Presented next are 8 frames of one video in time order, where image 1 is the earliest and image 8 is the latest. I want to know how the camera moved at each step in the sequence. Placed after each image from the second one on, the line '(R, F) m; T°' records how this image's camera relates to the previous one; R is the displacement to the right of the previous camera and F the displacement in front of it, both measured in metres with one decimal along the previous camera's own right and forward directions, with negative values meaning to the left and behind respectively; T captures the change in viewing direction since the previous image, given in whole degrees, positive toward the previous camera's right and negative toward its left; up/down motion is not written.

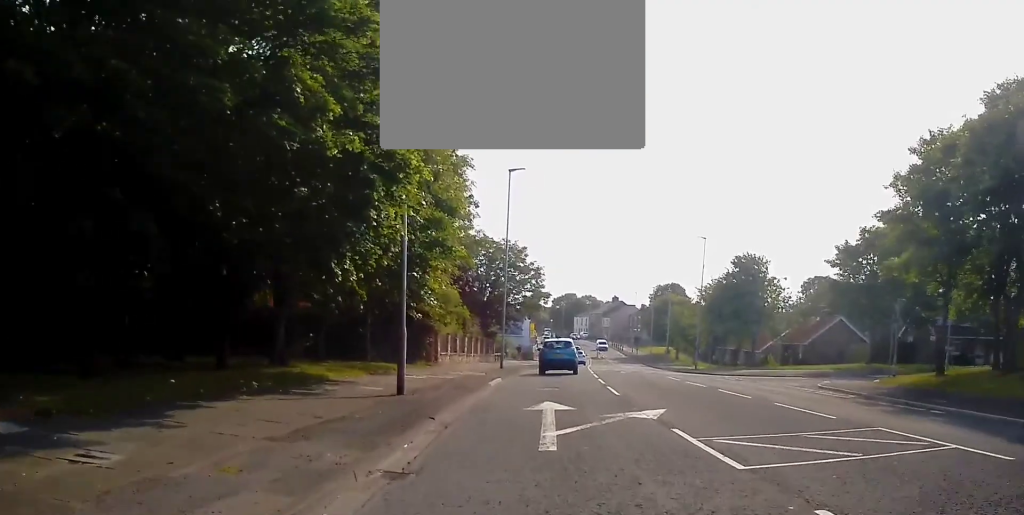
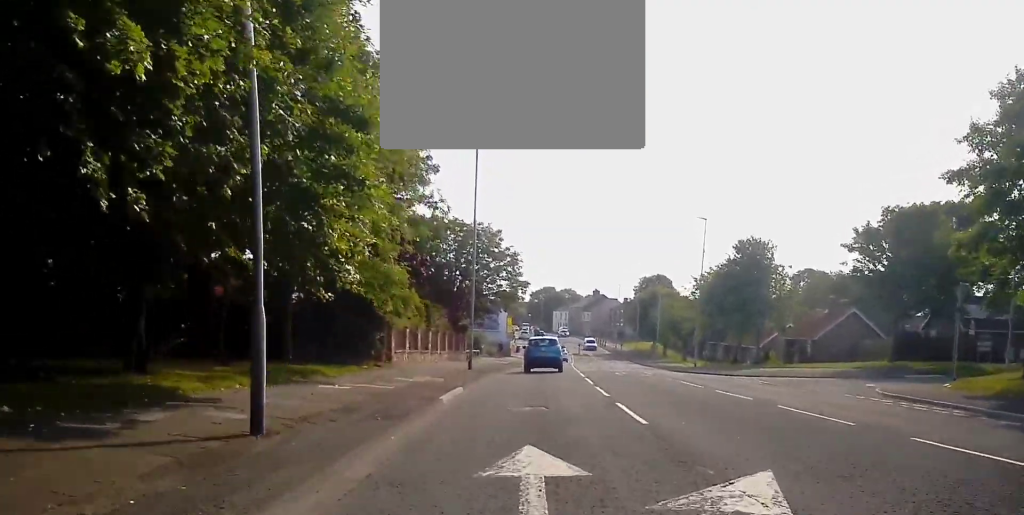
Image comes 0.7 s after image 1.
(0.0, +7.7) m; 0°
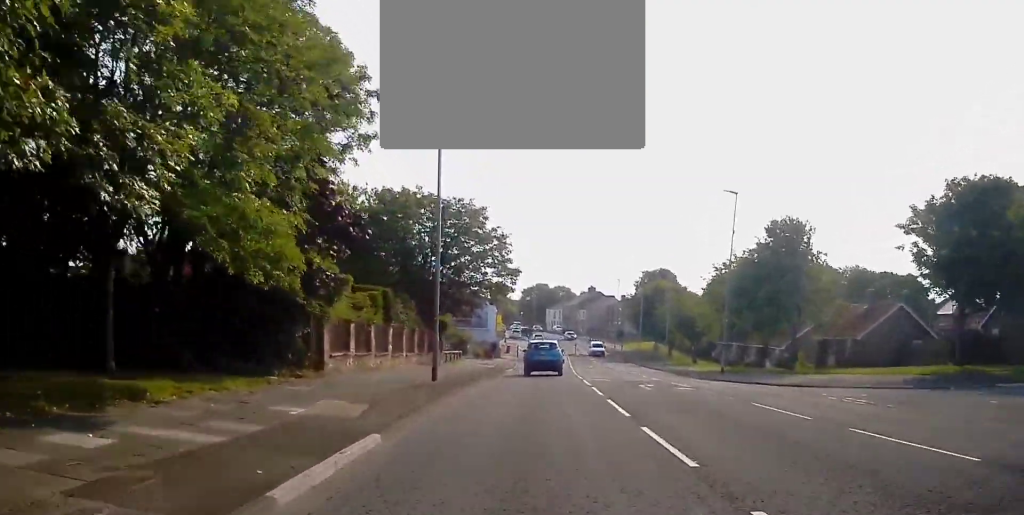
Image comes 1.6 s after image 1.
(0.0, +10.0) m; +1°
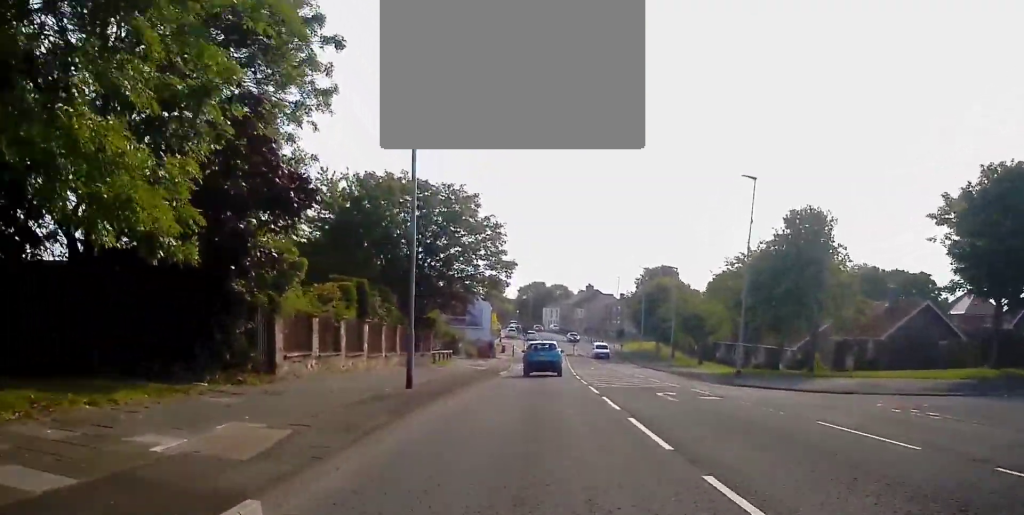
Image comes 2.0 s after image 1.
(0.0, +4.4) m; +1°
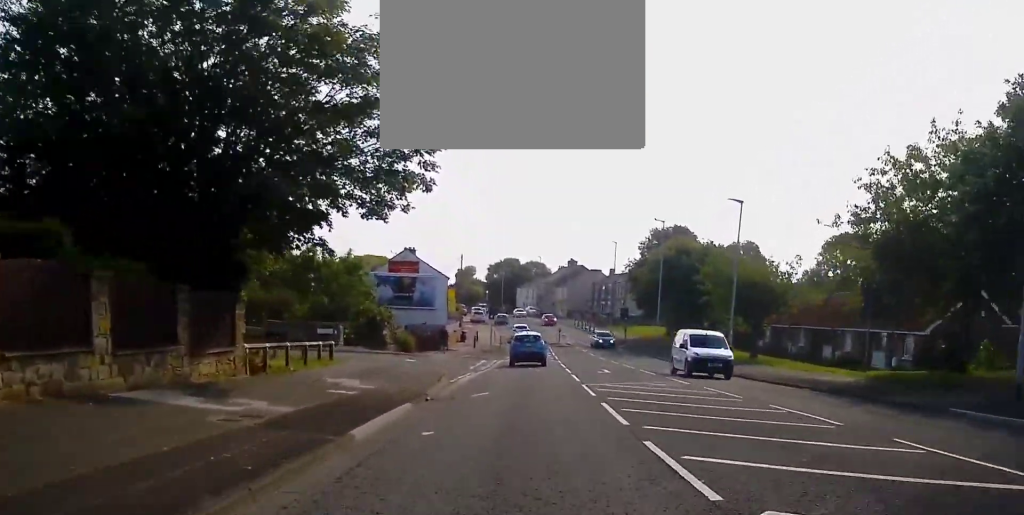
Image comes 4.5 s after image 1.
(+0.4, +27.0) m; +1°
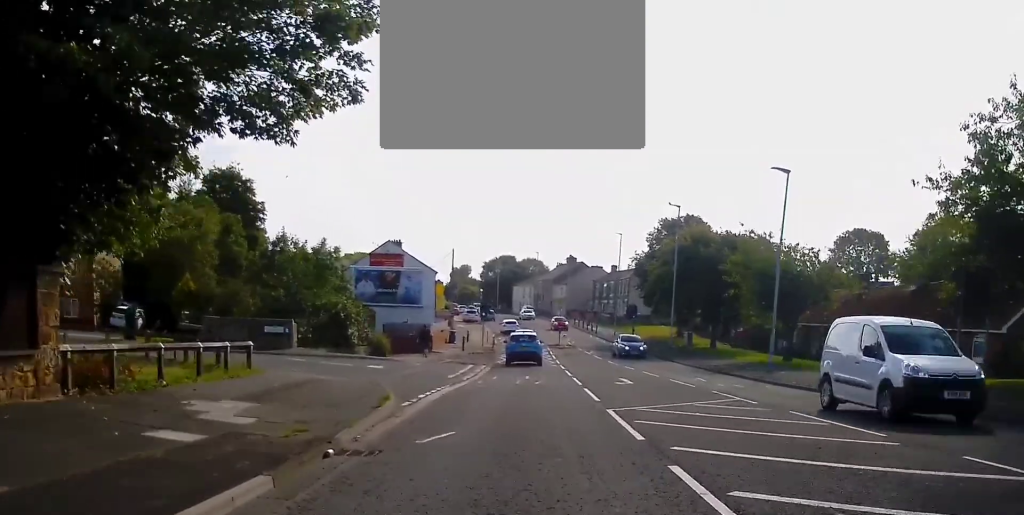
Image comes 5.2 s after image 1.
(+0.4, +7.7) m; 0°
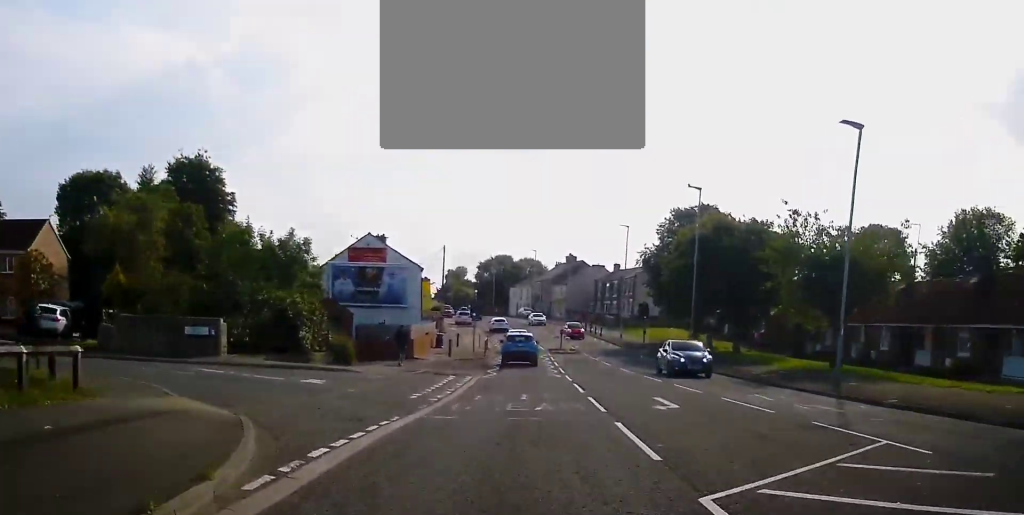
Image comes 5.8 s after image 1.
(-0.1, +7.8) m; 0°
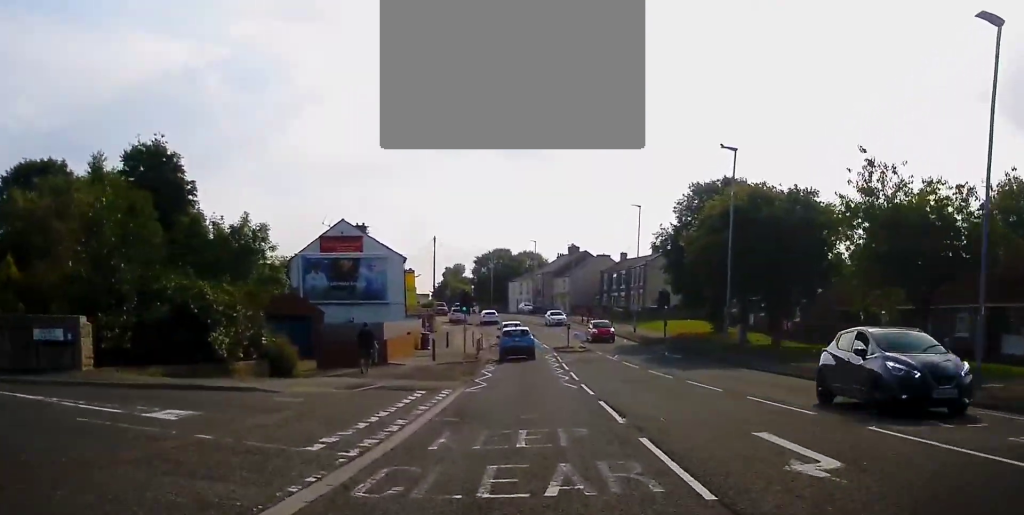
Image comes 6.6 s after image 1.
(-0.2, +8.4) m; +1°
